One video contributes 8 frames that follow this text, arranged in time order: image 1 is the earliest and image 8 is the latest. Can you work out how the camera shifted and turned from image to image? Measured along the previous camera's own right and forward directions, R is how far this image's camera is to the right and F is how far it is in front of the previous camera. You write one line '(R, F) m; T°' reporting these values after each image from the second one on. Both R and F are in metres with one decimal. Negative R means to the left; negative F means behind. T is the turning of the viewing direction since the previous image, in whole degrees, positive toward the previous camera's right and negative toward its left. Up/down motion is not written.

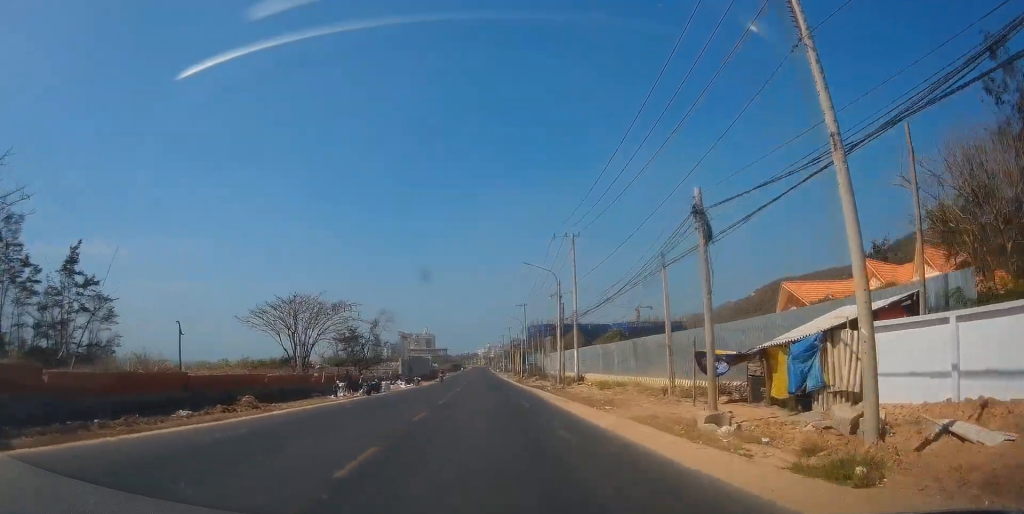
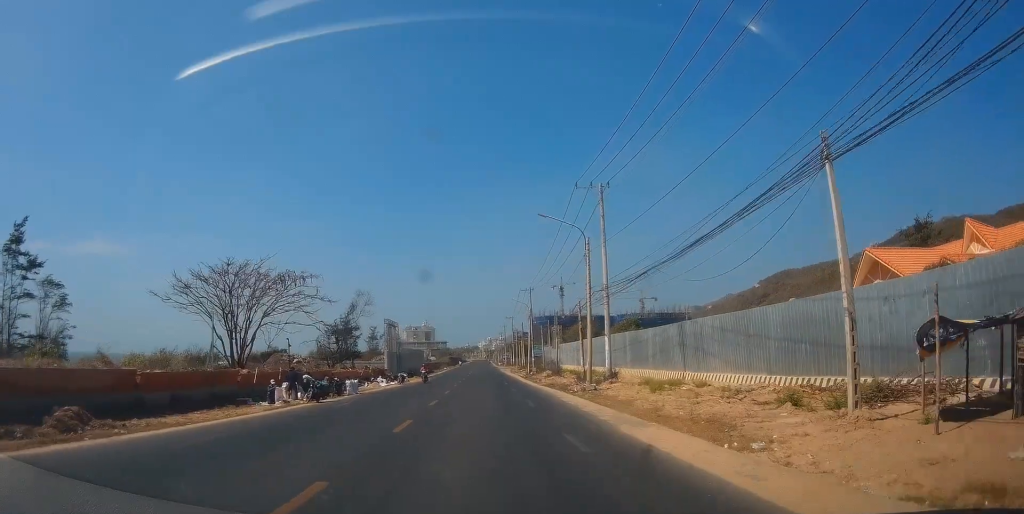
(-0.2, +12.9) m; 0°
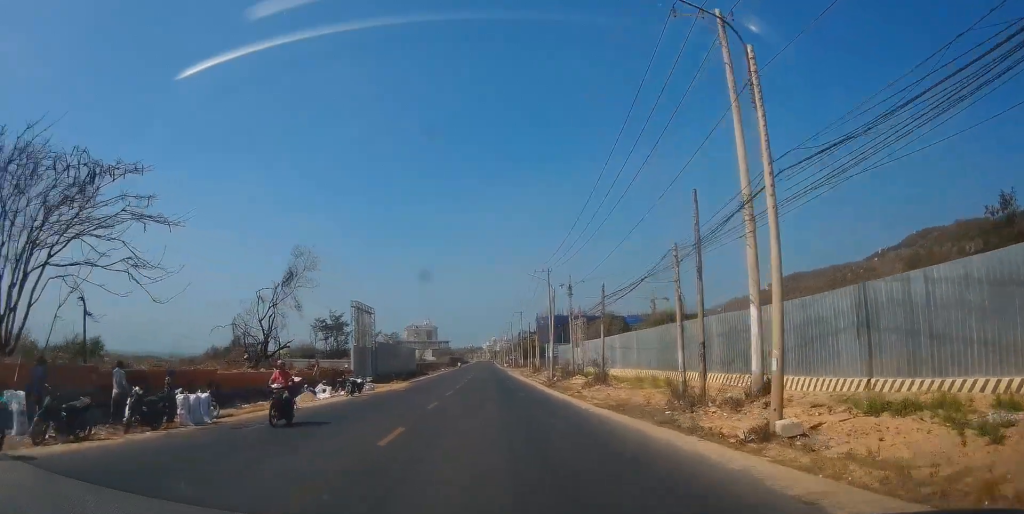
(+0.5, +20.6) m; +1°
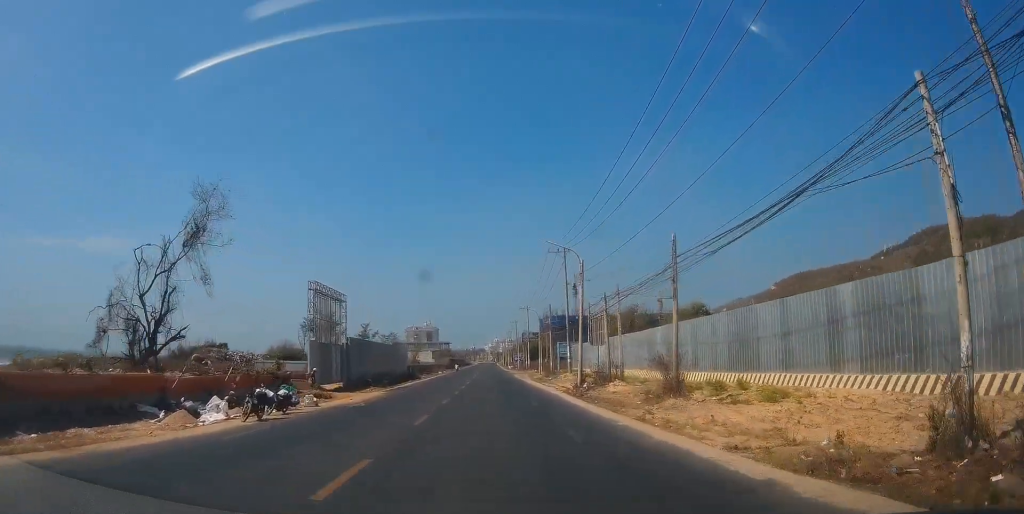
(-0.3, +13.8) m; -1°
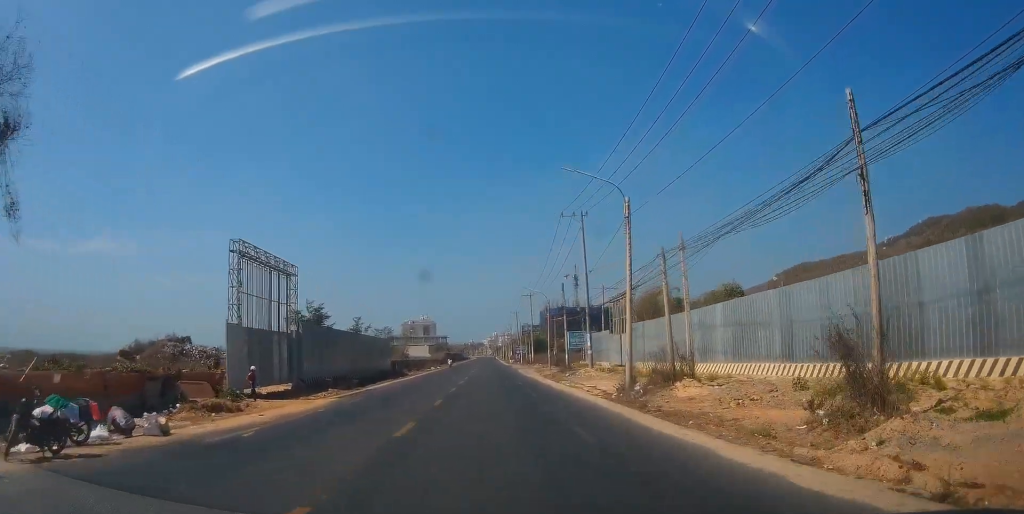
(0.0, +12.6) m; 0°
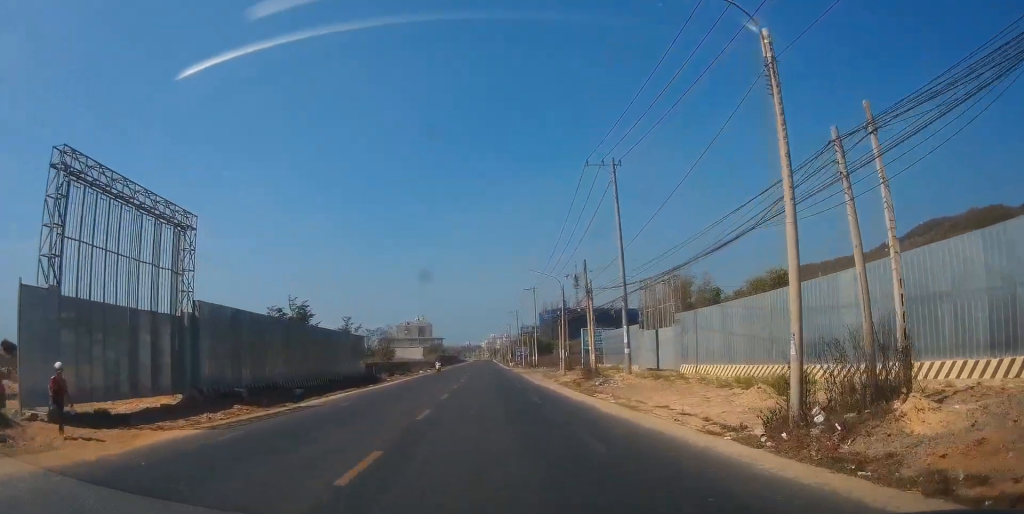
(0.0, +13.4) m; 0°
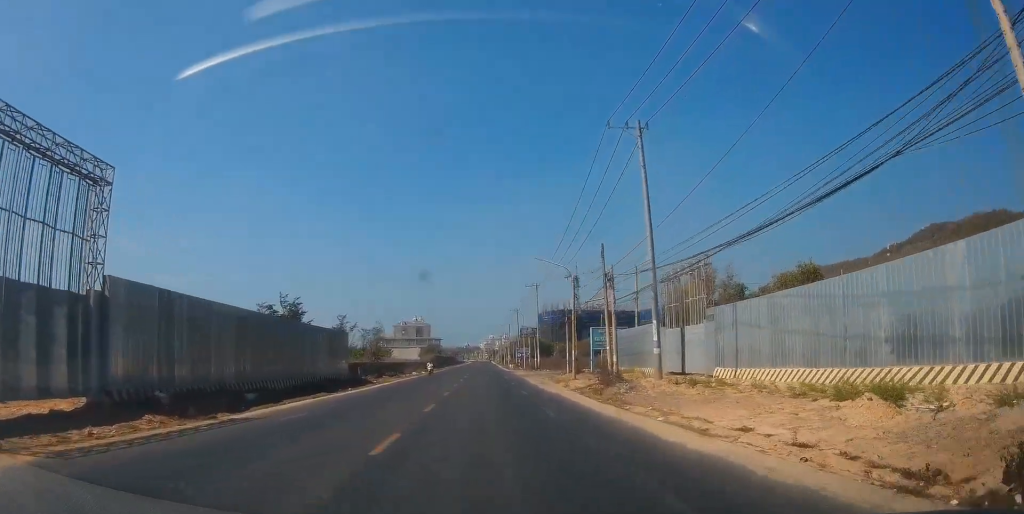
(0.0, +6.3) m; 0°
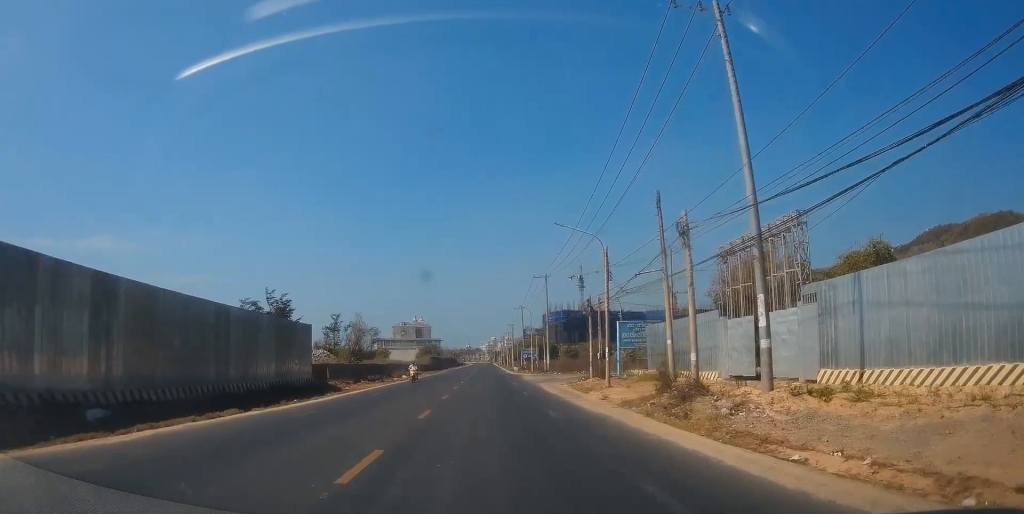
(0.0, +11.2) m; -1°
